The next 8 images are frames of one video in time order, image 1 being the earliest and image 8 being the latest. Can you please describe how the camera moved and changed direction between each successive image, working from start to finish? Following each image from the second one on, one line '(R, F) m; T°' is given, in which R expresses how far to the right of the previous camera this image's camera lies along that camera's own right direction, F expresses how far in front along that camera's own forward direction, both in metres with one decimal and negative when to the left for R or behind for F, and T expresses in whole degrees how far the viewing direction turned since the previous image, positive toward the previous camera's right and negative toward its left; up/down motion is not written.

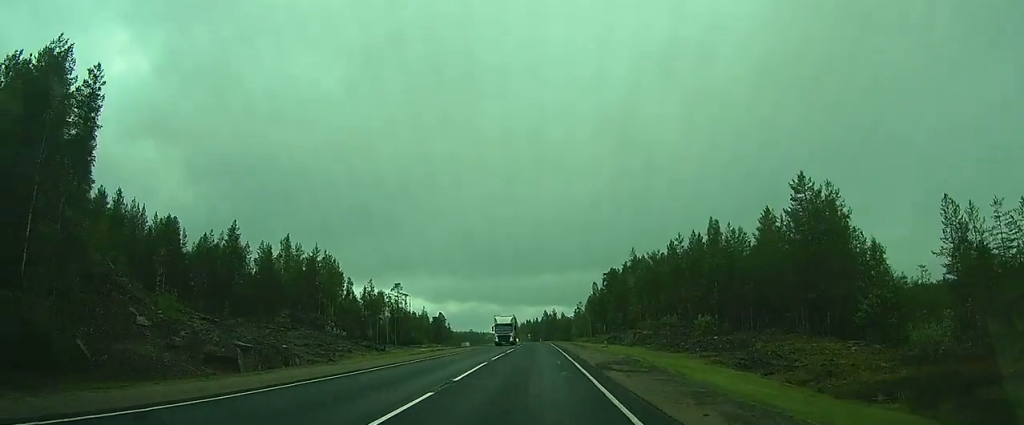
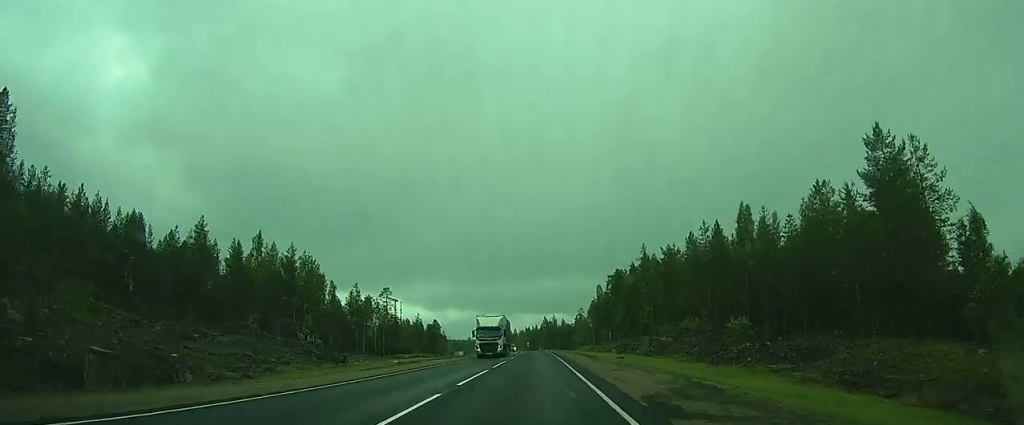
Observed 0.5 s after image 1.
(-0.3, +10.0) m; -1°
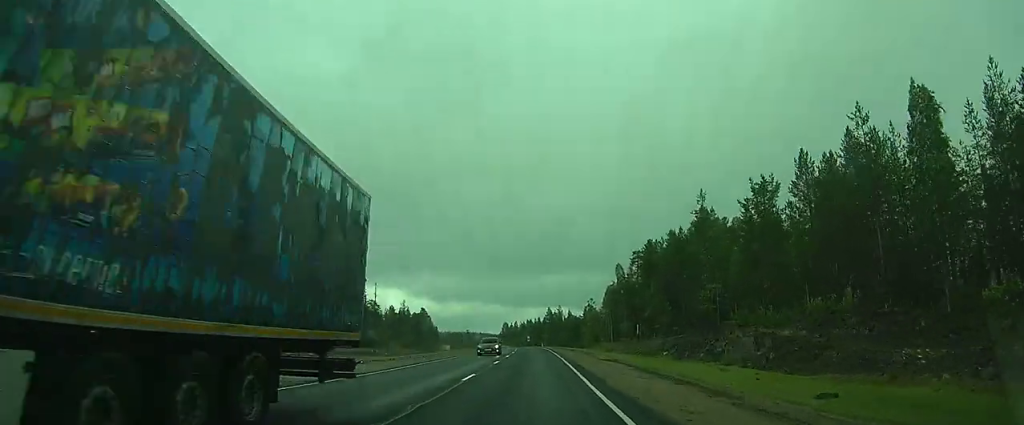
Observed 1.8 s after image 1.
(-0.7, +28.8) m; -2°
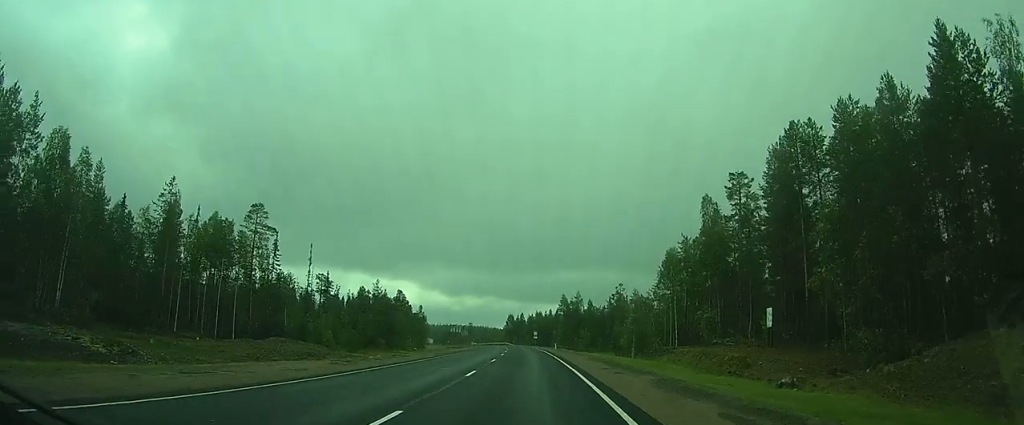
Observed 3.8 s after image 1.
(-1.0, +47.1) m; -3°
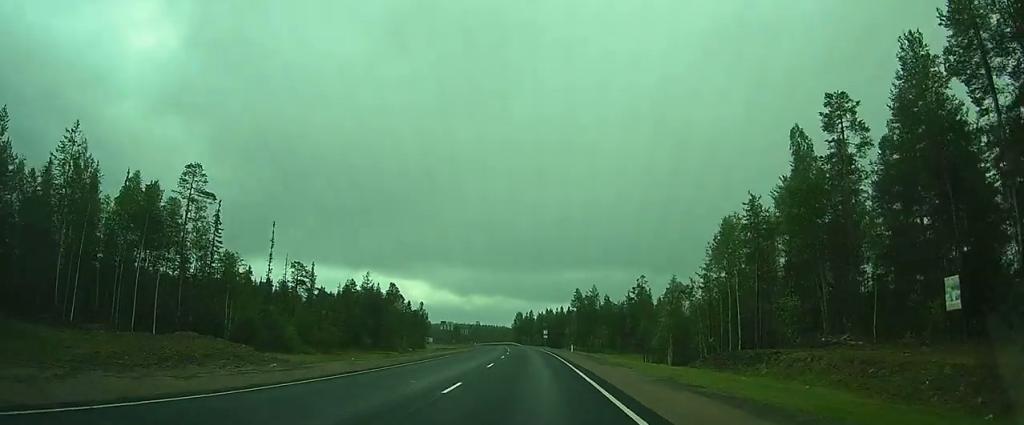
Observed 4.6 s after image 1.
(0.0, +18.0) m; 0°
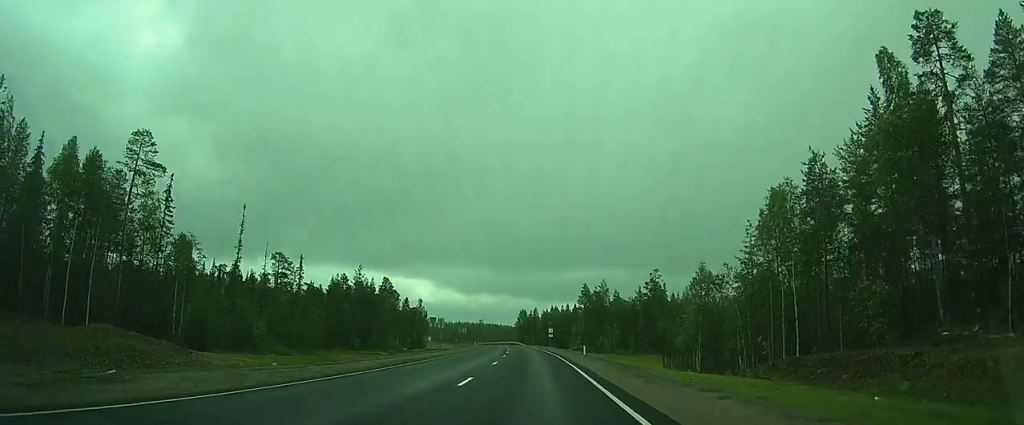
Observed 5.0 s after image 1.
(0.0, +10.2) m; 0°
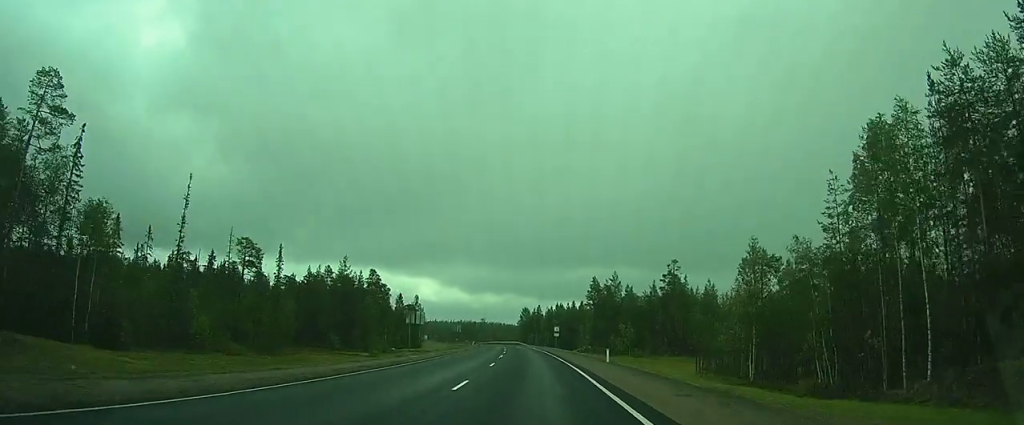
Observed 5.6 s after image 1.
(0.0, +13.4) m; 0°
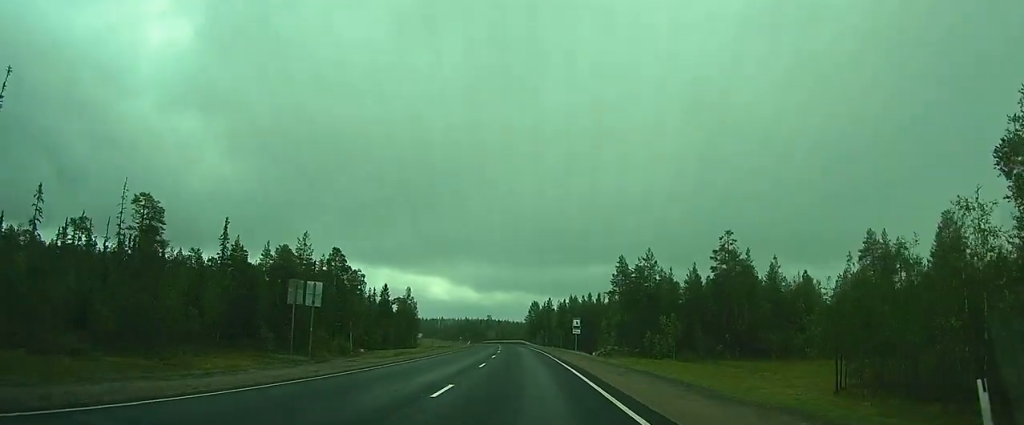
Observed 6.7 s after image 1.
(0.0, +27.0) m; -1°
